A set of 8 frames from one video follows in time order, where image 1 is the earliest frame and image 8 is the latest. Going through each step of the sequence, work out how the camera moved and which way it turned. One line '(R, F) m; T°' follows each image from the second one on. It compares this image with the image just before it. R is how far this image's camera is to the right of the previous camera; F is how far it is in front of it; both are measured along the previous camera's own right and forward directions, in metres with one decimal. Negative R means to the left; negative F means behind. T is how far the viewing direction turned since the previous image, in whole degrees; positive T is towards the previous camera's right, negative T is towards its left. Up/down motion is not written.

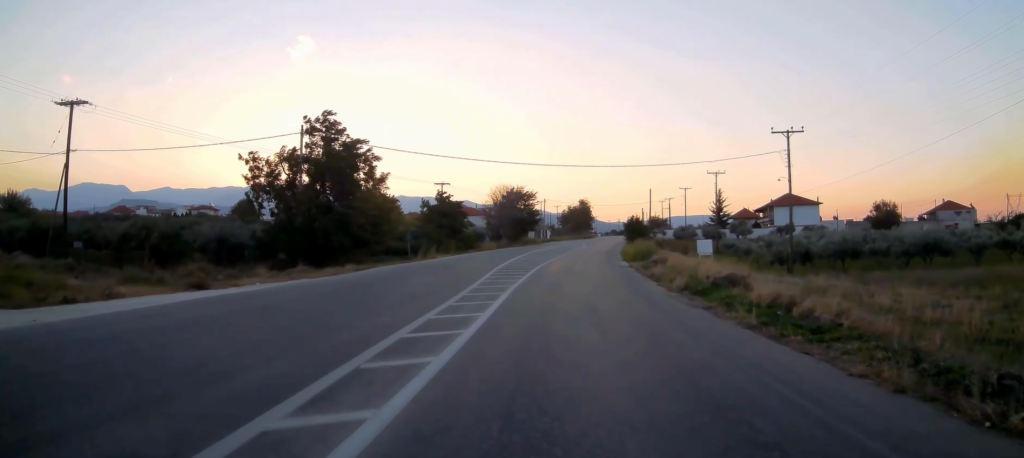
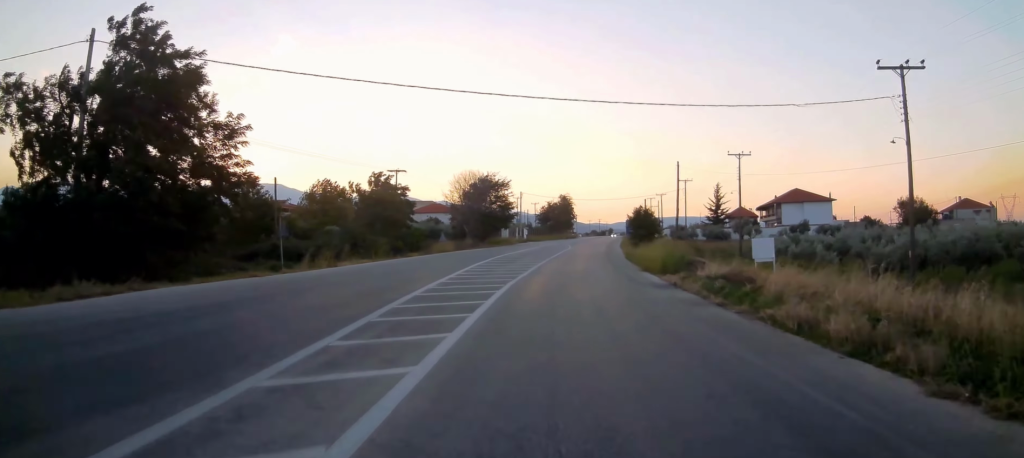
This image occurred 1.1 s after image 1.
(+0.4, +18.8) m; +2°
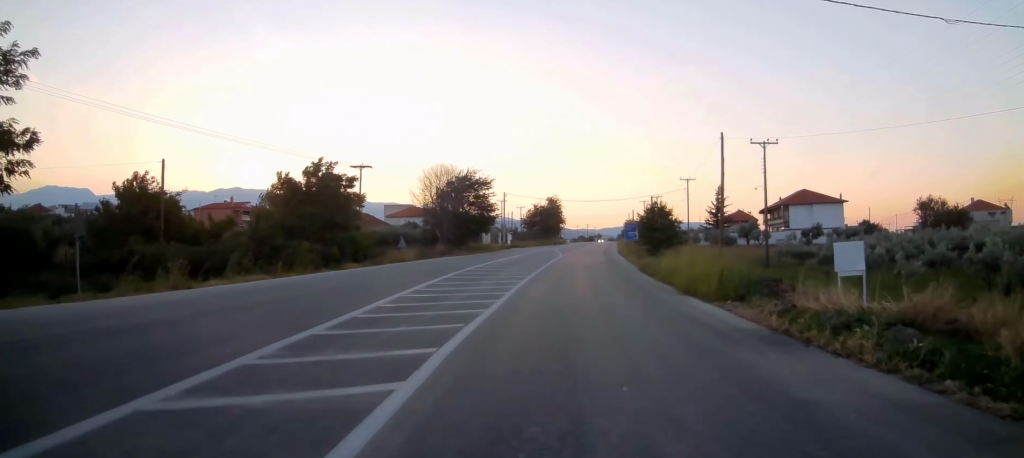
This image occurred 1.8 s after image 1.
(+0.1, +11.6) m; +1°
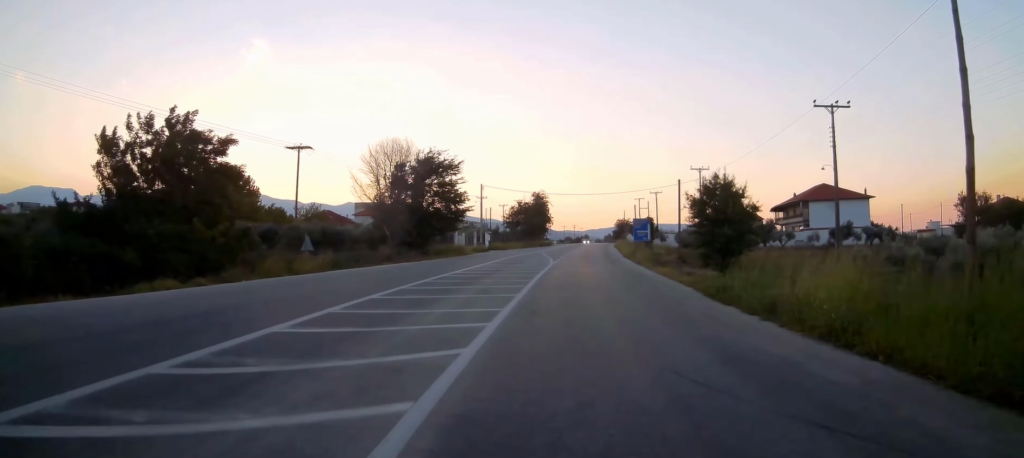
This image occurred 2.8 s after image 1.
(0.0, +16.3) m; +1°
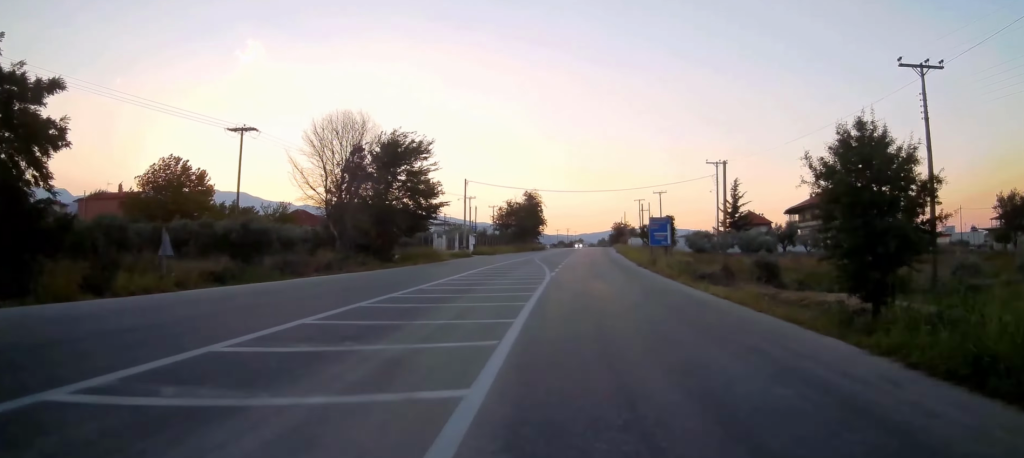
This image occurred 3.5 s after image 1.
(+0.3, +11.2) m; 0°
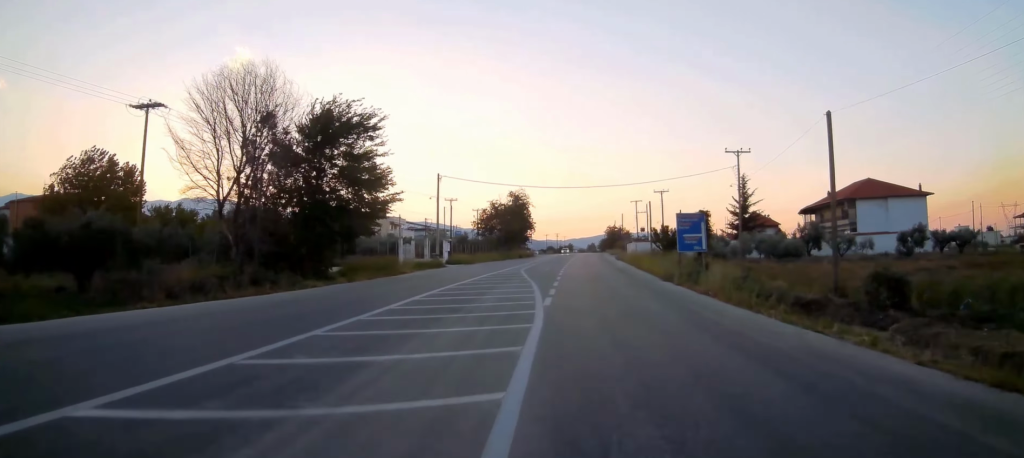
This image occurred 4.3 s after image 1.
(-0.2, +12.0) m; +1°
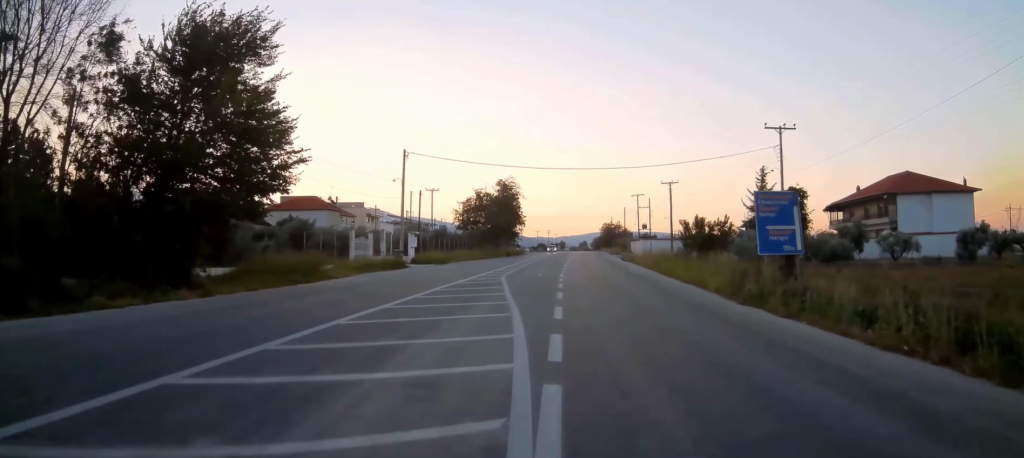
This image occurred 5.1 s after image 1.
(+0.3, +12.8) m; +1°
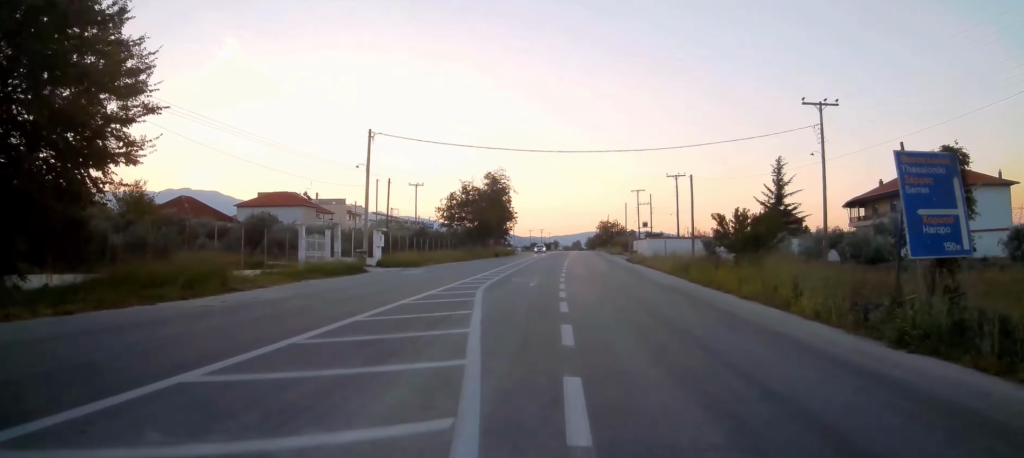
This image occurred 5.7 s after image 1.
(+0.2, +8.6) m; +1°
